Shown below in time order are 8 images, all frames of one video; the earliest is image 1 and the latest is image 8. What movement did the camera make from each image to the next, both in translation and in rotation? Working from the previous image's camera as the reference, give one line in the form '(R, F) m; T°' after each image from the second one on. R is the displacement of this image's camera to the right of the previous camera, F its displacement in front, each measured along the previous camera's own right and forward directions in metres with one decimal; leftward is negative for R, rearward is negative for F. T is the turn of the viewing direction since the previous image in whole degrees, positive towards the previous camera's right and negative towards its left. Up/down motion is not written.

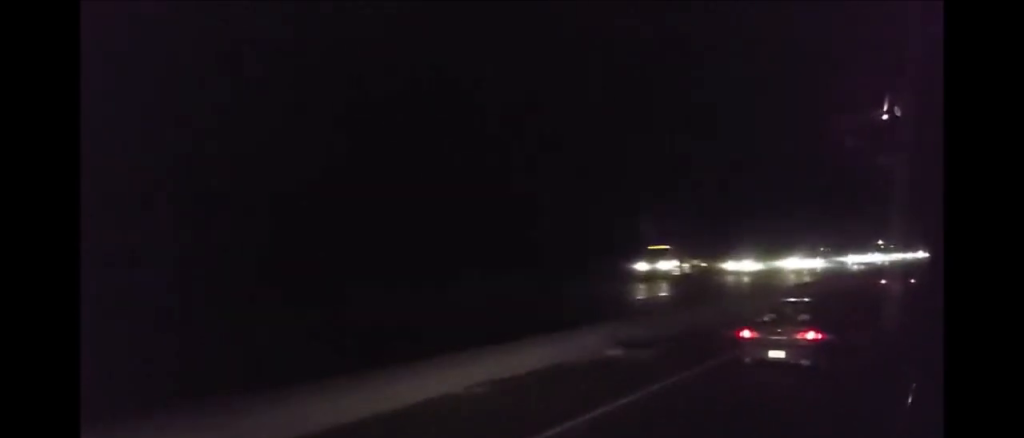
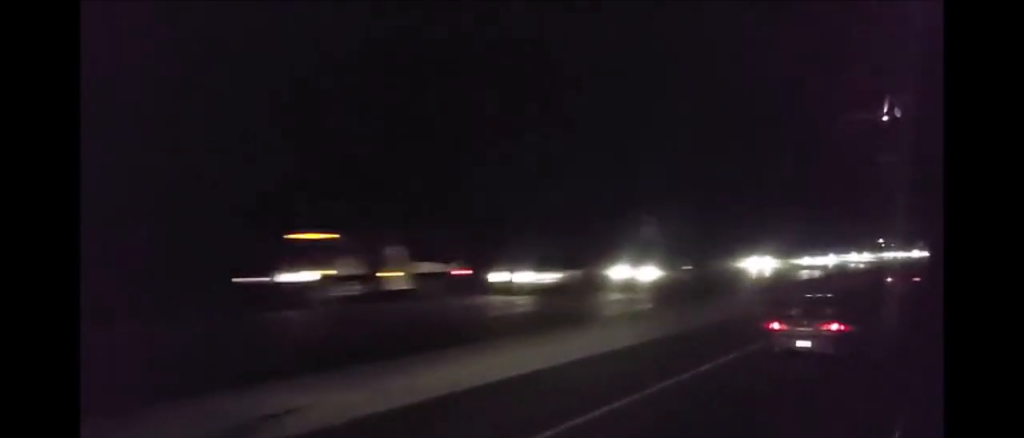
(-0.2, +22.2) m; 0°
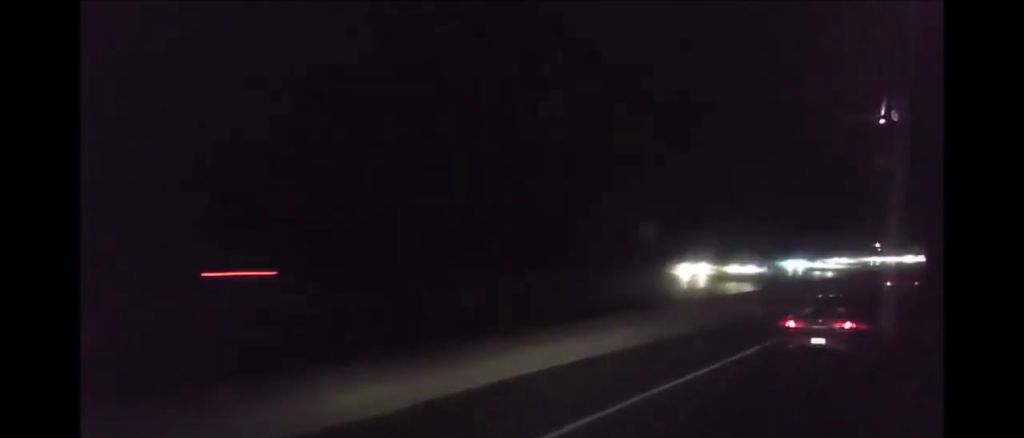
(+0.3, +13.1) m; 0°
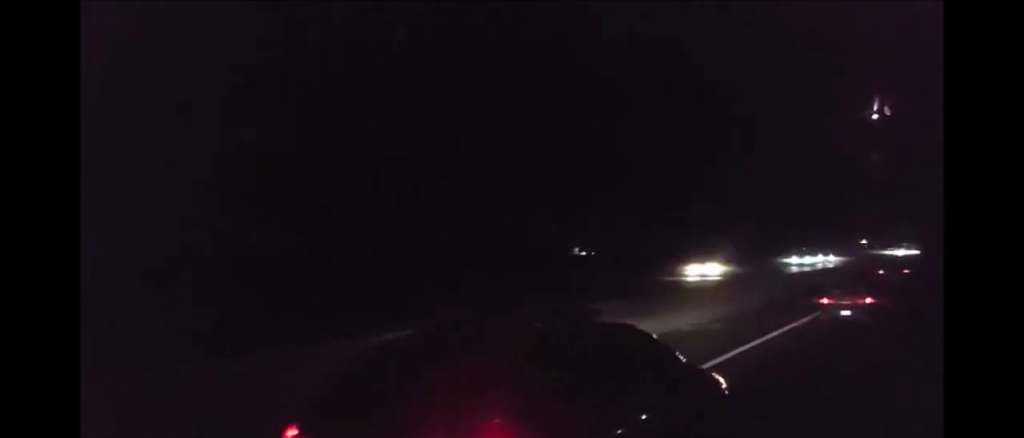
(-1.0, +97.8) m; 0°
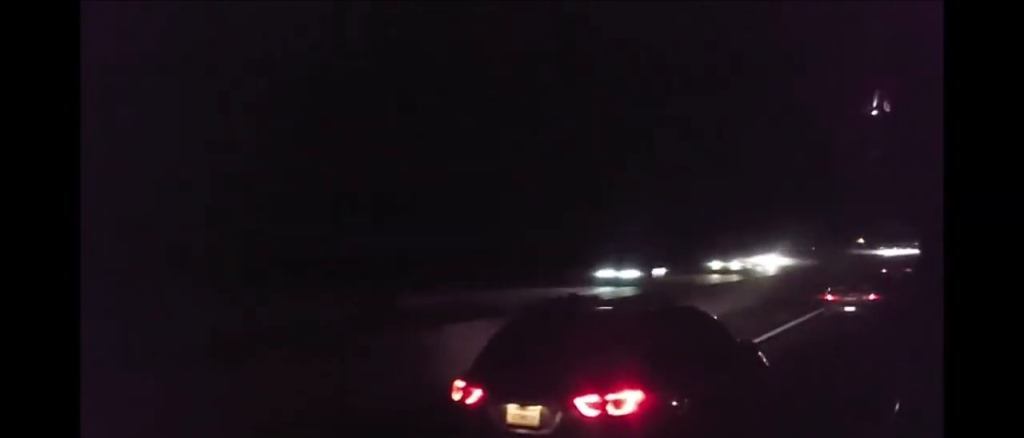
(+0.1, +23.7) m; 0°
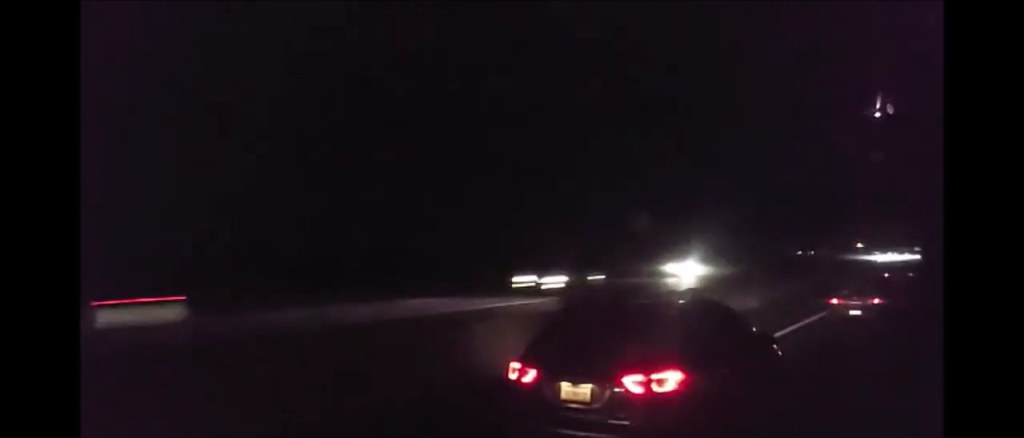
(0.0, +15.4) m; 0°
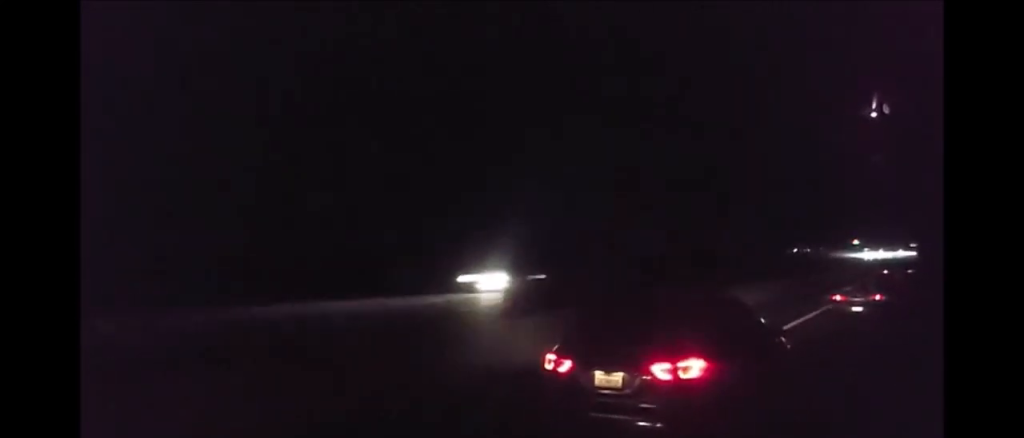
(+0.1, +13.3) m; 0°
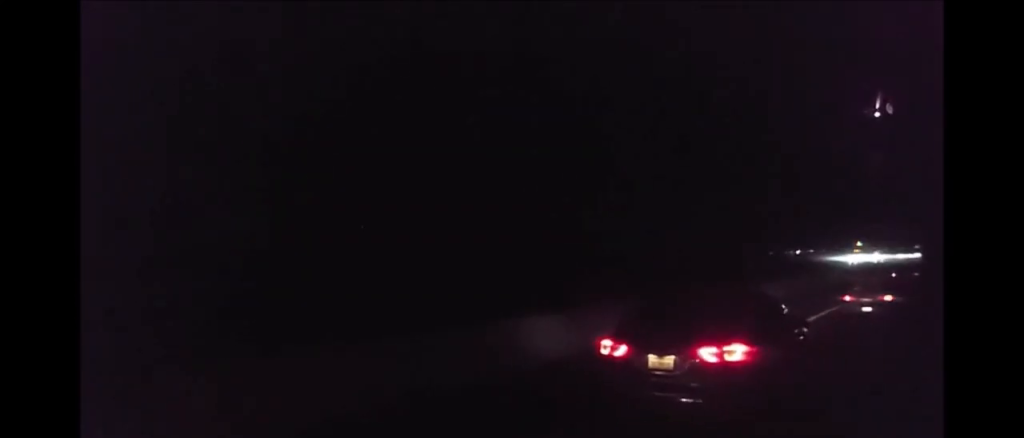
(0.0, +20.5) m; 0°
